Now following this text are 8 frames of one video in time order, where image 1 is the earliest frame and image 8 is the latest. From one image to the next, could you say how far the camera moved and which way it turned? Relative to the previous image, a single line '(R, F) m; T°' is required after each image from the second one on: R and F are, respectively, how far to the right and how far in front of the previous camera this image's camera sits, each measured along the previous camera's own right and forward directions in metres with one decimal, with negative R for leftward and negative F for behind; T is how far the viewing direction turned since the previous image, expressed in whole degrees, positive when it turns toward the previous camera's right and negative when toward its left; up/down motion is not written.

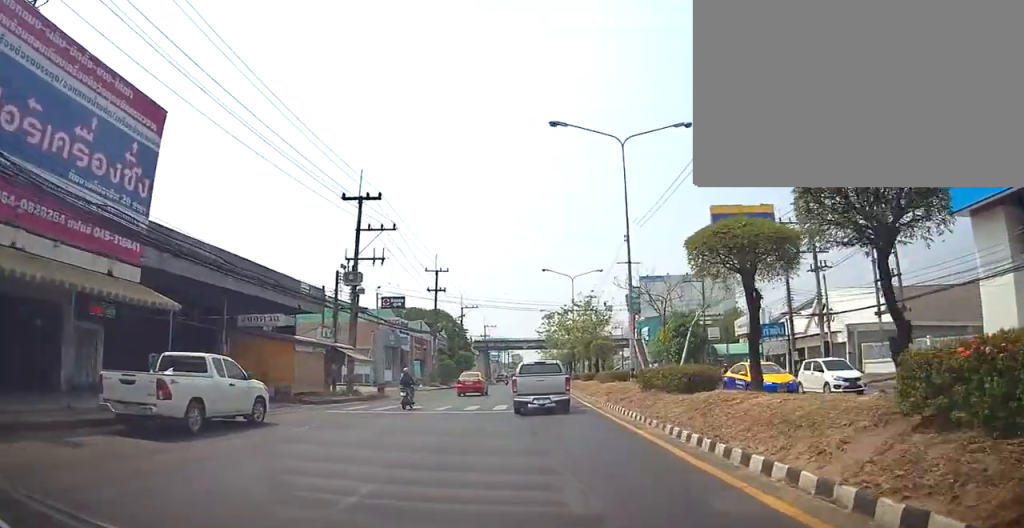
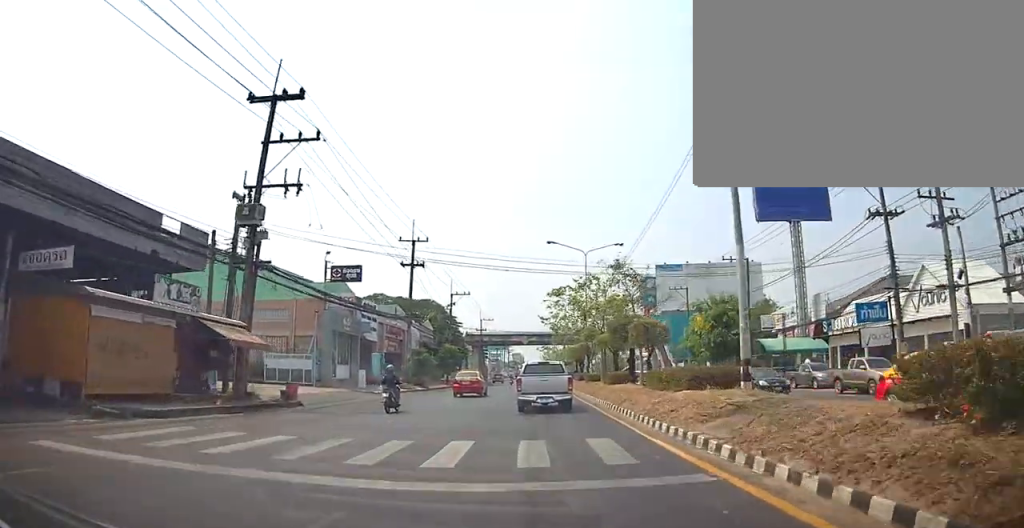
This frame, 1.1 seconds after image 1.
(+0.4, +13.4) m; -1°
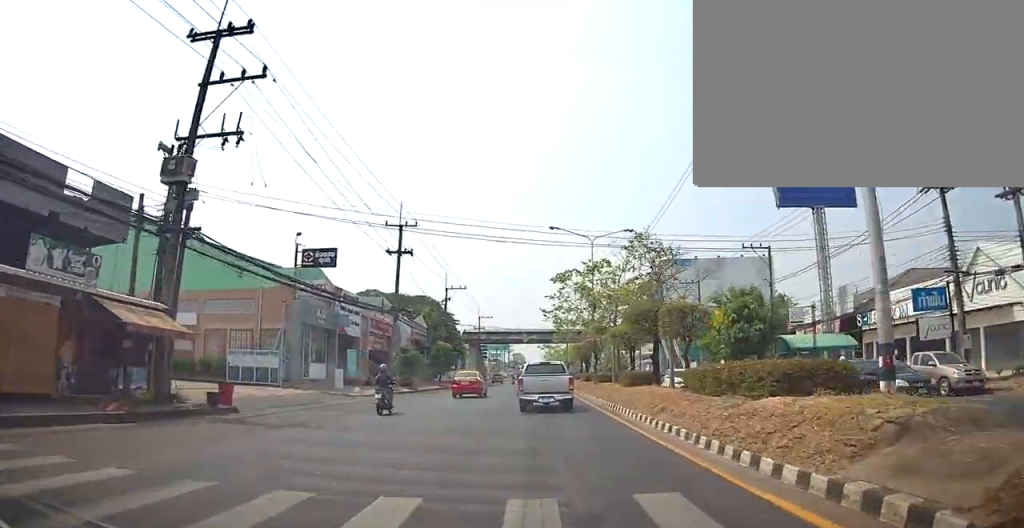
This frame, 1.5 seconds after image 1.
(0.0, +5.3) m; -1°
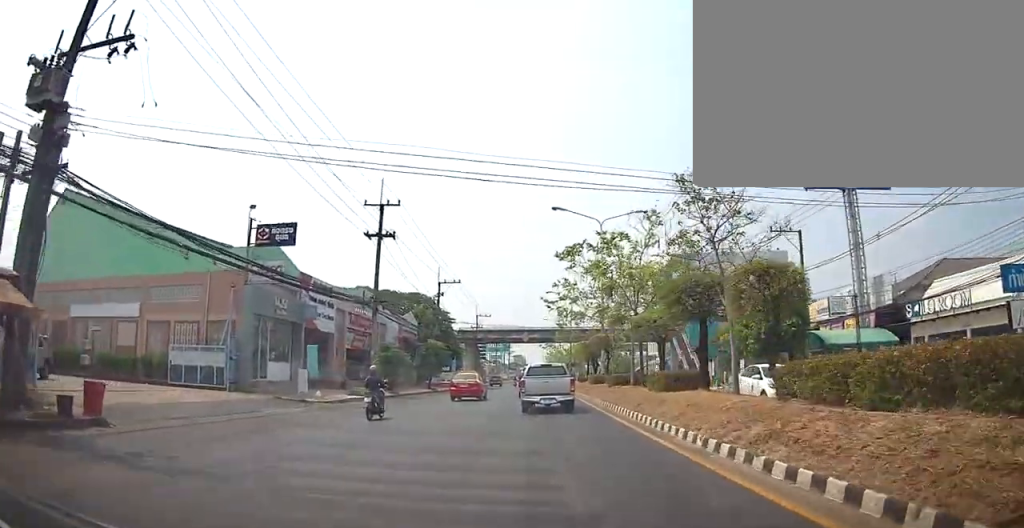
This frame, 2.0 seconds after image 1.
(-0.4, +6.0) m; 0°
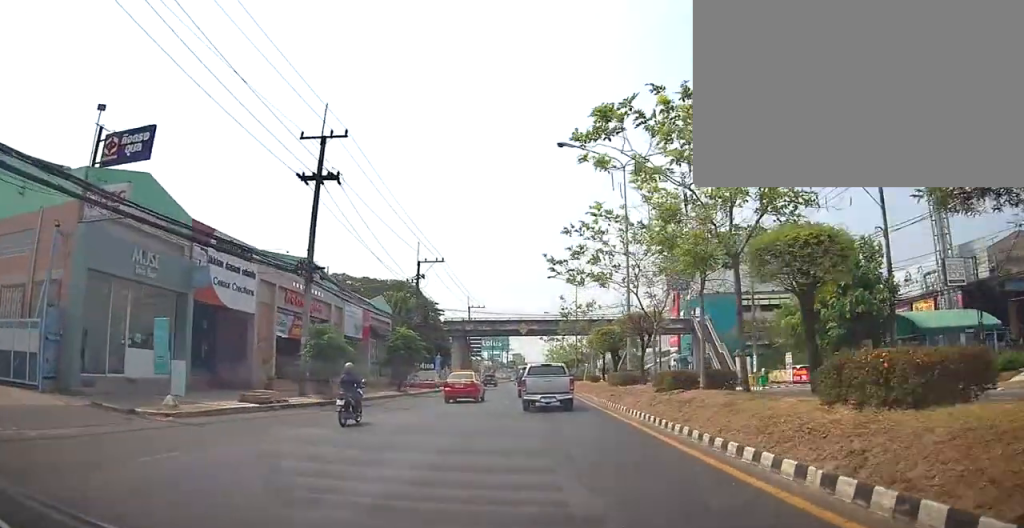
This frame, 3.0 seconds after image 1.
(+0.2, +11.4) m; +2°
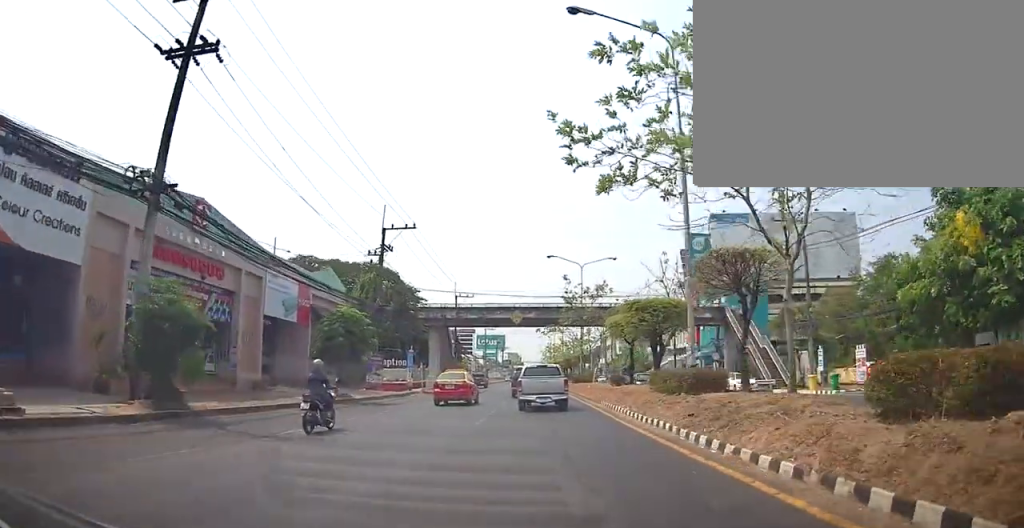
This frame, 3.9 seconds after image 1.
(+0.3, +11.8) m; +2°
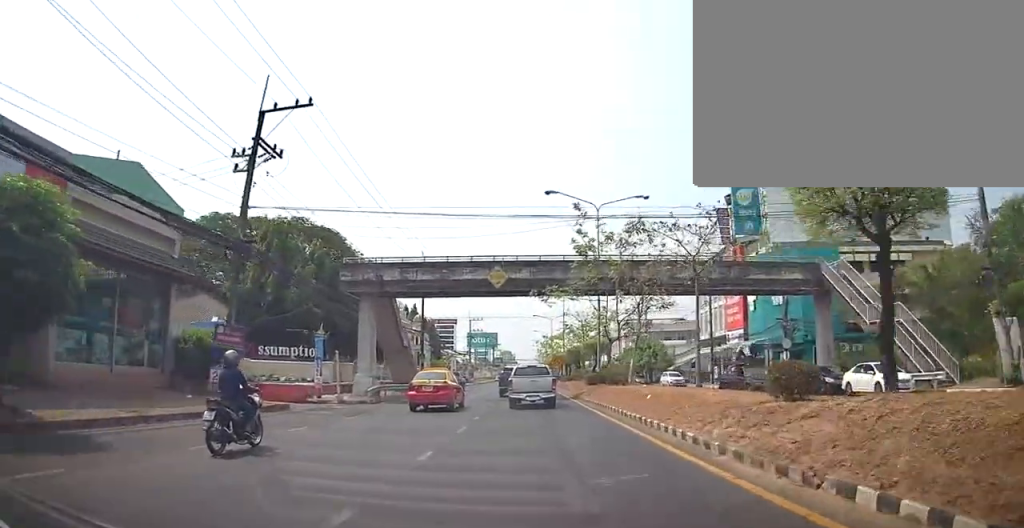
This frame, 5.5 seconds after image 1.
(0.0, +19.3) m; 0°
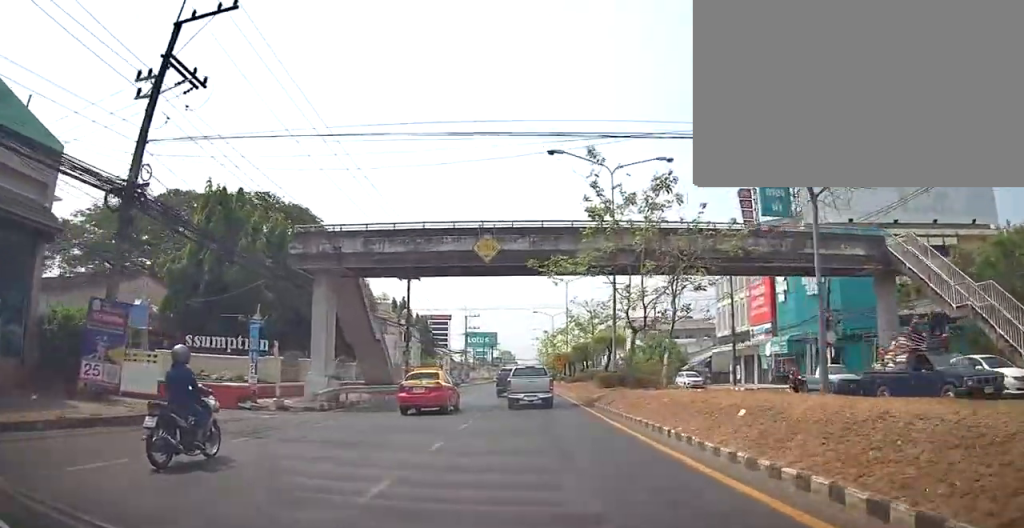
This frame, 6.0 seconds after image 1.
(0.0, +6.9) m; 0°
